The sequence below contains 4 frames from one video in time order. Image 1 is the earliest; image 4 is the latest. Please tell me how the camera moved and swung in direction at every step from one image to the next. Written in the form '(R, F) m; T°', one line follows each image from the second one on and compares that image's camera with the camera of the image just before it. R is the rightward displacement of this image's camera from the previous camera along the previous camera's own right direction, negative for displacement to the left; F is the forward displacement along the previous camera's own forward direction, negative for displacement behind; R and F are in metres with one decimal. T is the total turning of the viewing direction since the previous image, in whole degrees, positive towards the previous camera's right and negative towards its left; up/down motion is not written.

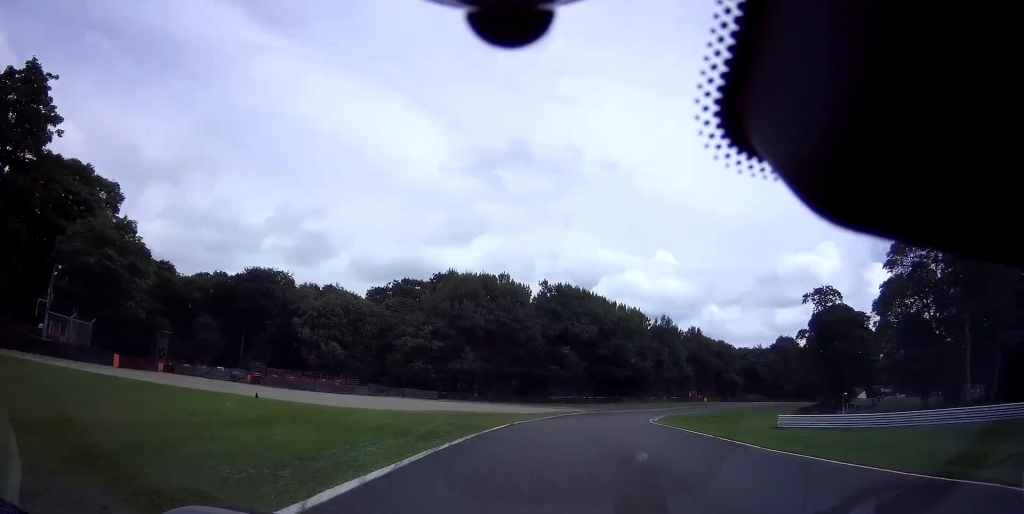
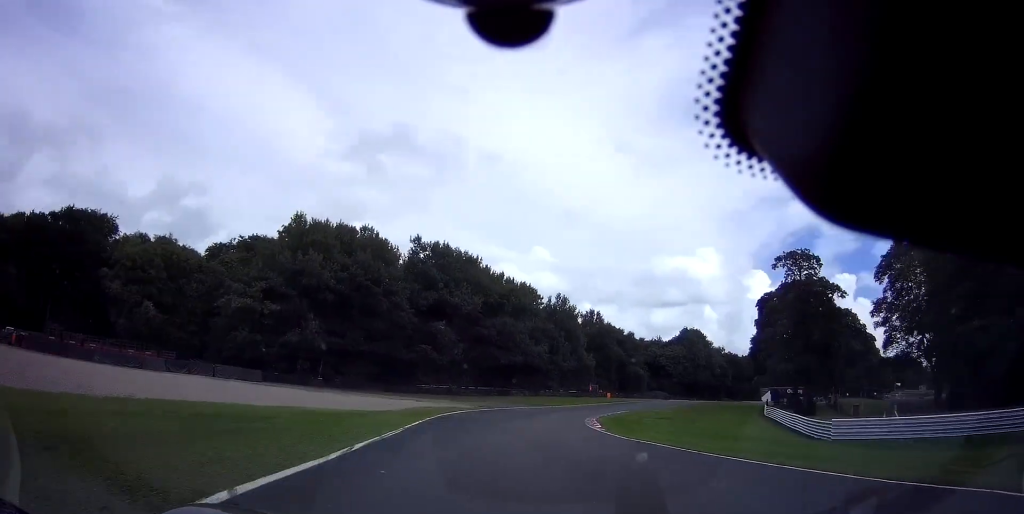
(+3.3, +22.0) m; +14°
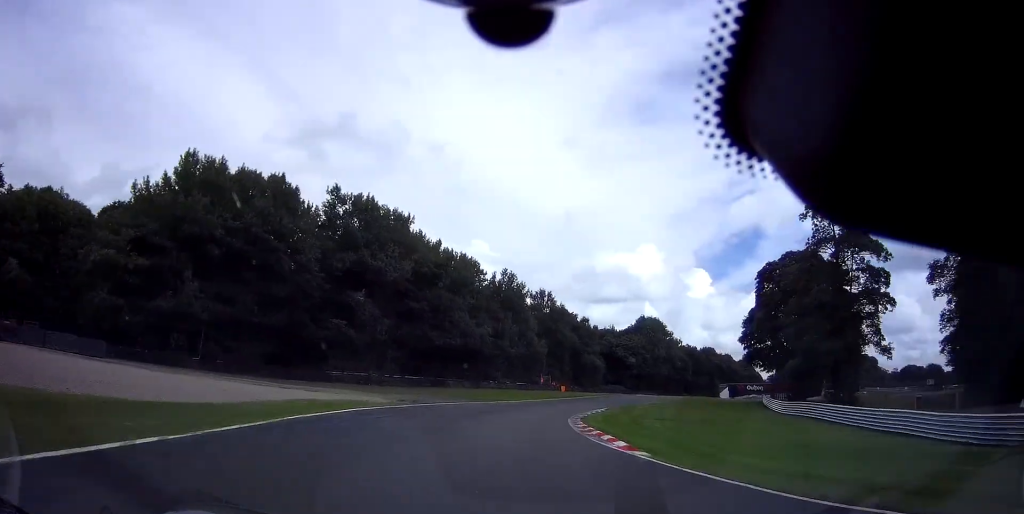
(+1.0, +15.8) m; +8°
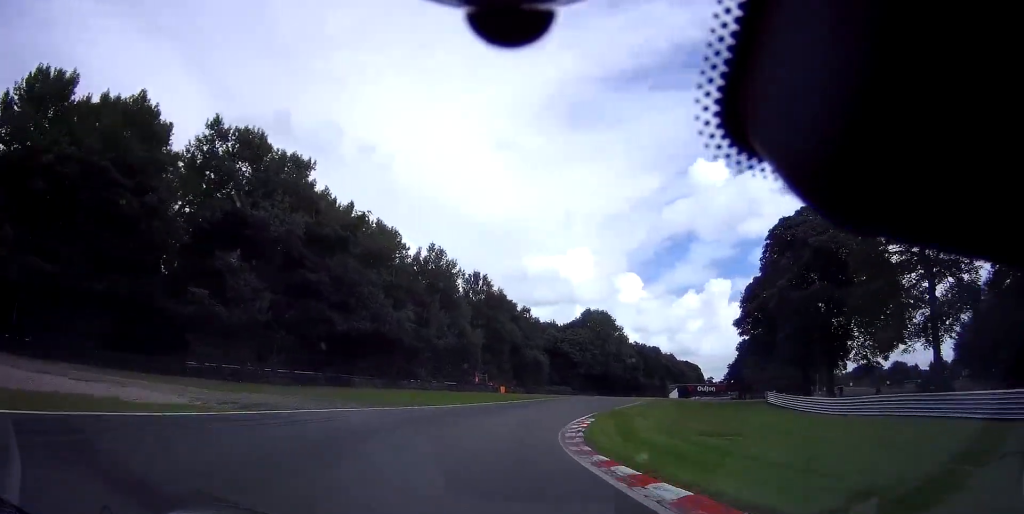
(+1.0, +16.7) m; +8°
